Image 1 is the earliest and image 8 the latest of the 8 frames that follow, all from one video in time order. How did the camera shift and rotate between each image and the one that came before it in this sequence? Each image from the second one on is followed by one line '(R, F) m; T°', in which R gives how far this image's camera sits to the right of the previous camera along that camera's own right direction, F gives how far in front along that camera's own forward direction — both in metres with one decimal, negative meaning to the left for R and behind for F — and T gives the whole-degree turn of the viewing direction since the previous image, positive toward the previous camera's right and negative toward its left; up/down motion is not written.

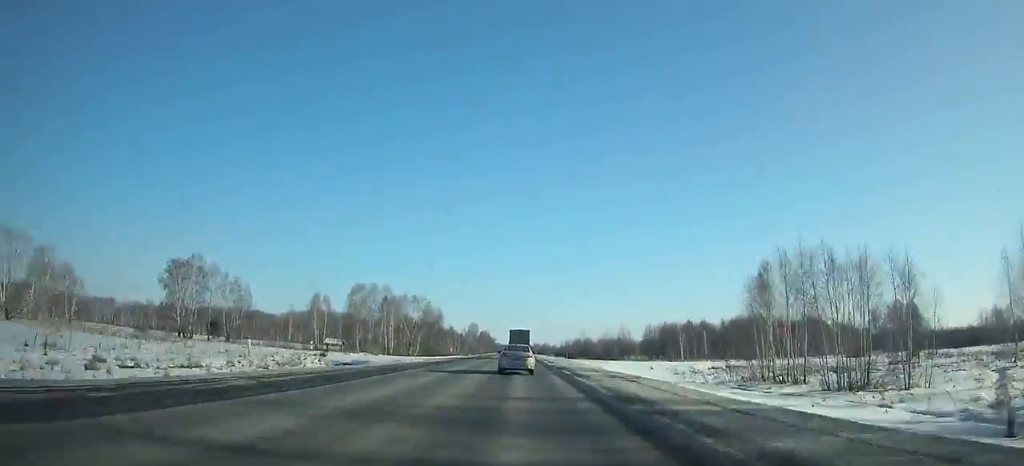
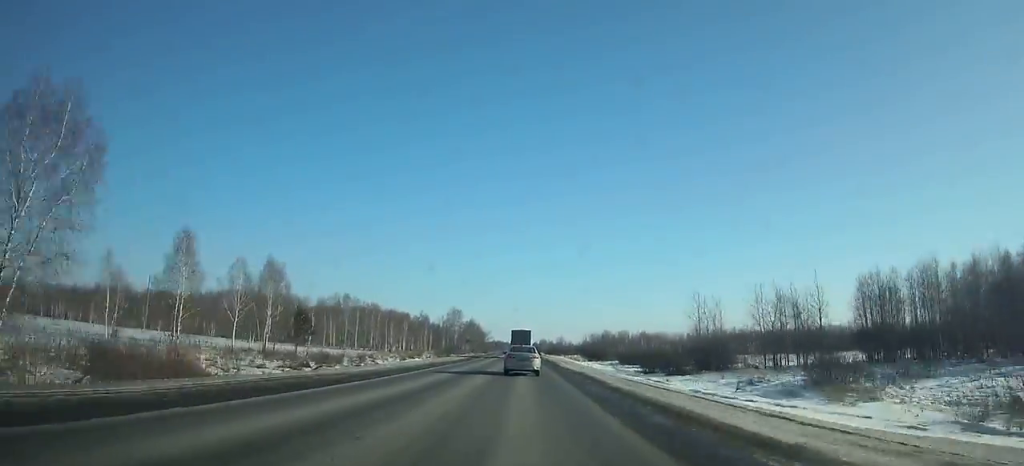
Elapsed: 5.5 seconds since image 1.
(0.0, +119.7) m; 0°
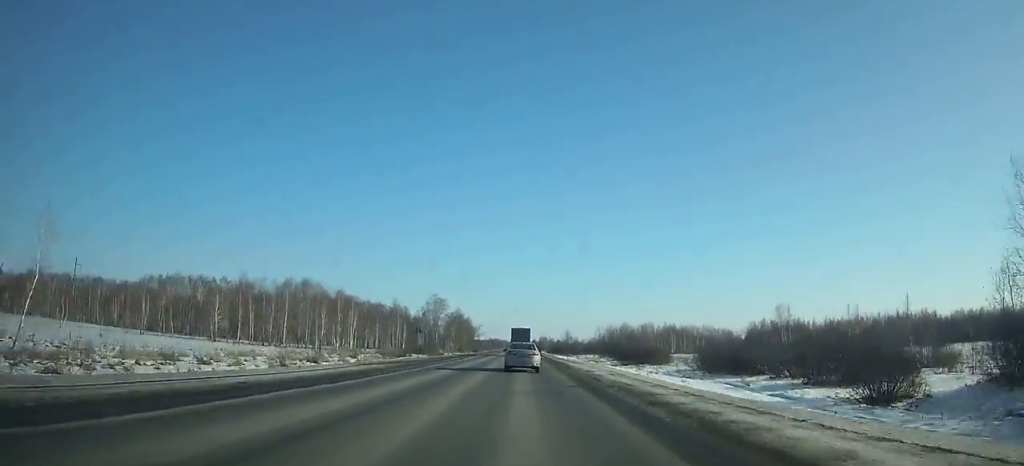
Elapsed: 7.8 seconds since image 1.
(0.0, +49.5) m; 0°
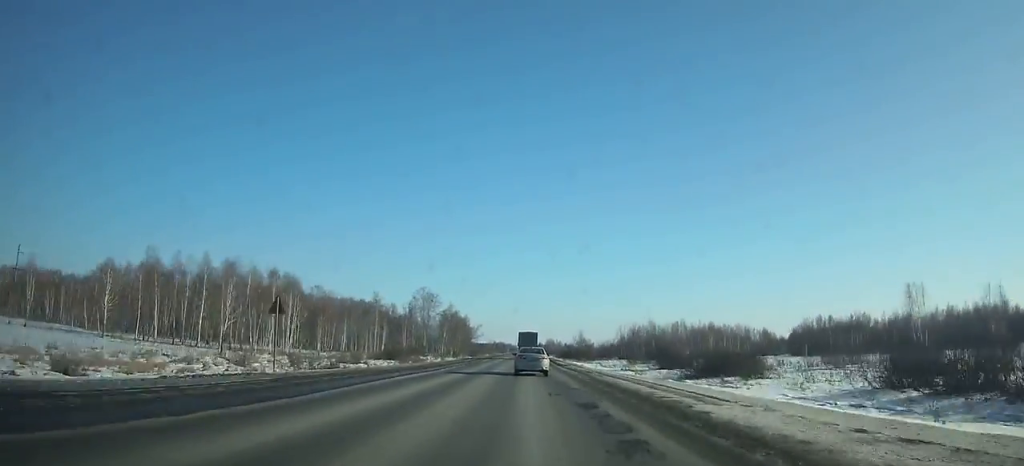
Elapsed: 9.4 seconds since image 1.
(0.0, +34.4) m; 0°
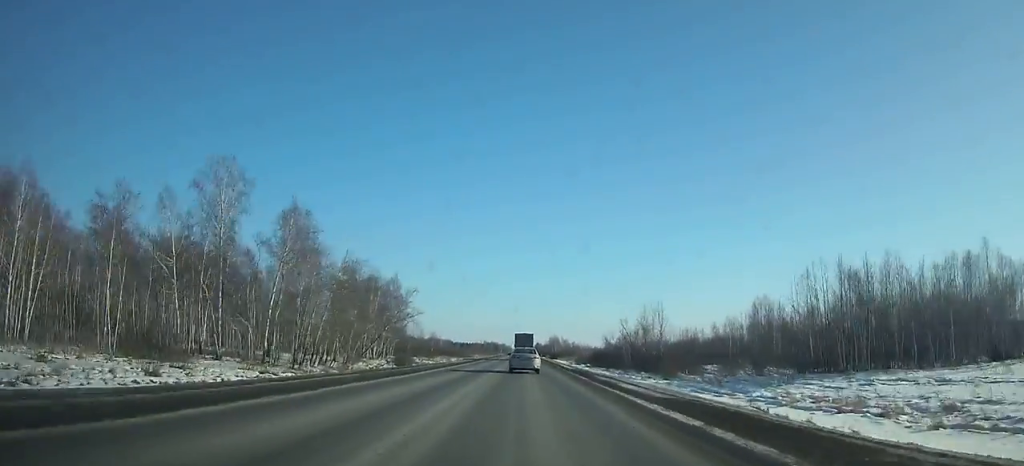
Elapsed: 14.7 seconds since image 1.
(+0.1, +116.8) m; 0°
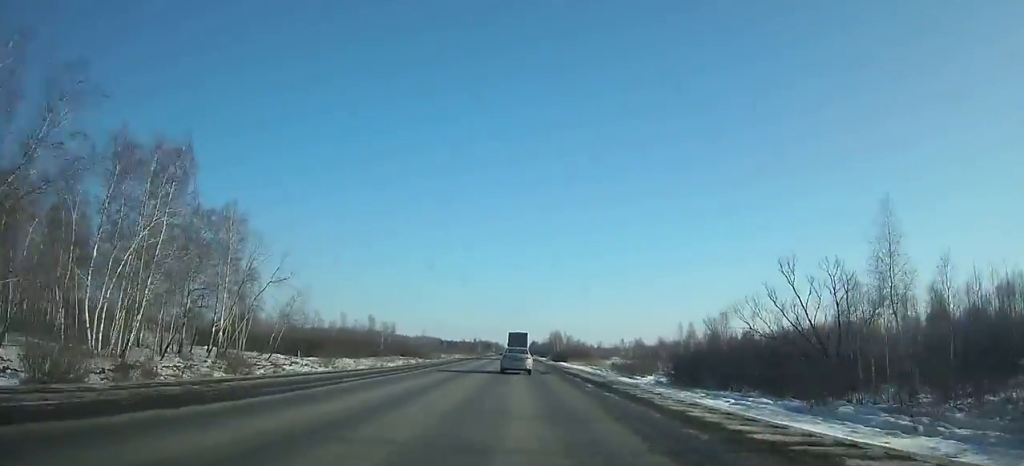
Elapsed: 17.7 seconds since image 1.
(-0.1, +67.7) m; 0°
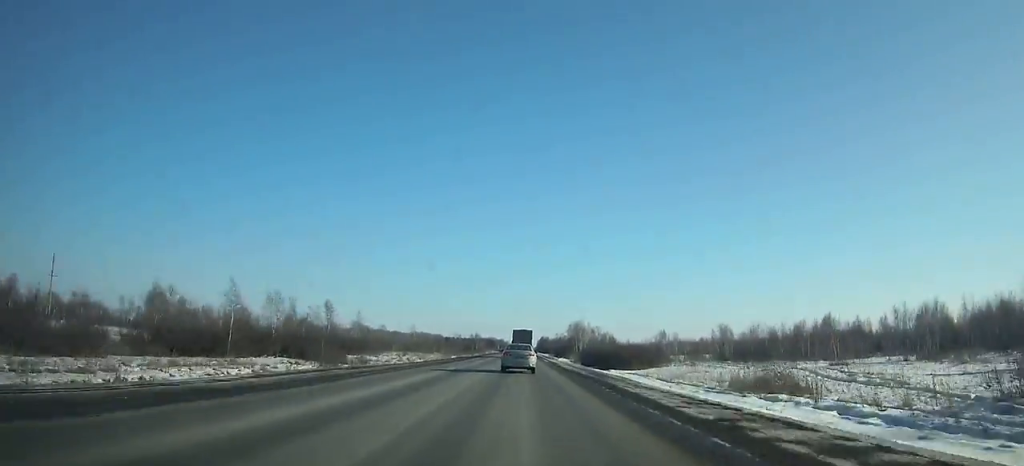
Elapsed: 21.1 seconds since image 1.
(-0.1, +76.6) m; 0°
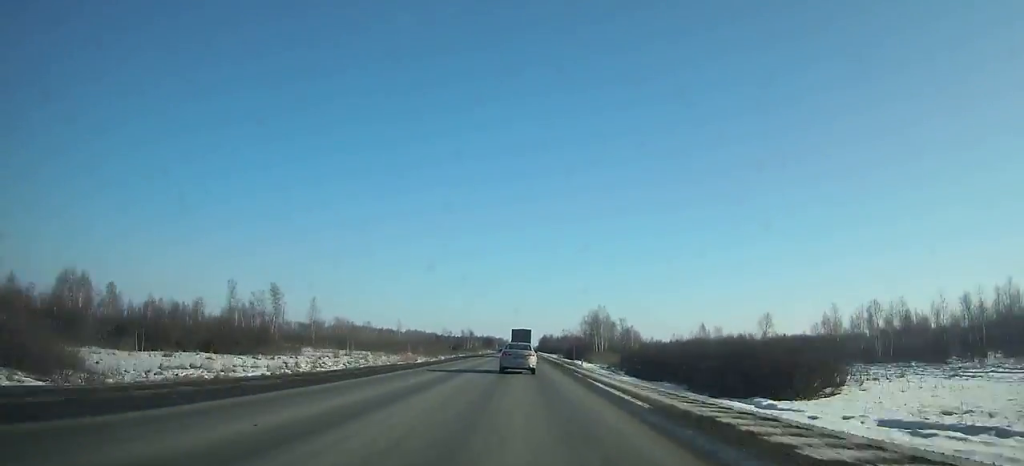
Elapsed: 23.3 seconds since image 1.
(-0.1, +49.2) m; 0°
